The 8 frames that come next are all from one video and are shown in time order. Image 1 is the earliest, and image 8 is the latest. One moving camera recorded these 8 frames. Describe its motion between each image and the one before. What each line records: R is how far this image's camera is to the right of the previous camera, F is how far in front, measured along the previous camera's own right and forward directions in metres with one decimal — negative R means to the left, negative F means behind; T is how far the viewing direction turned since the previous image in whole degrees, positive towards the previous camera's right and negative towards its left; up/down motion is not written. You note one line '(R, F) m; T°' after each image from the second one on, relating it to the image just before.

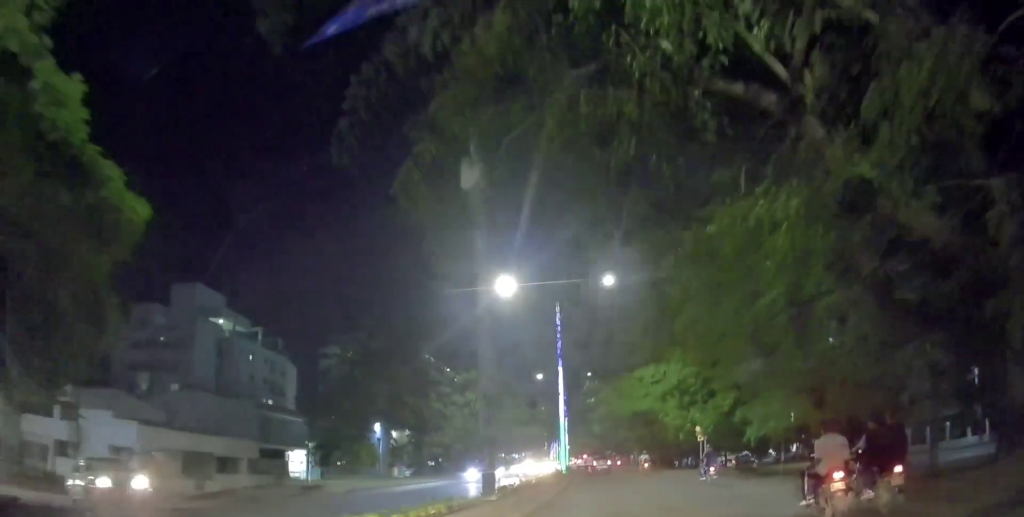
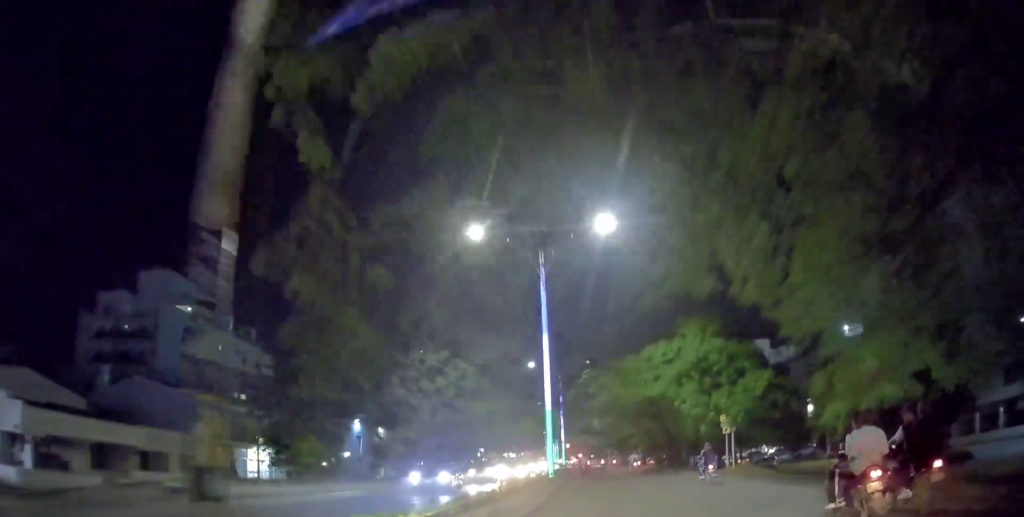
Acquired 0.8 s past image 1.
(-0.2, +8.4) m; -2°
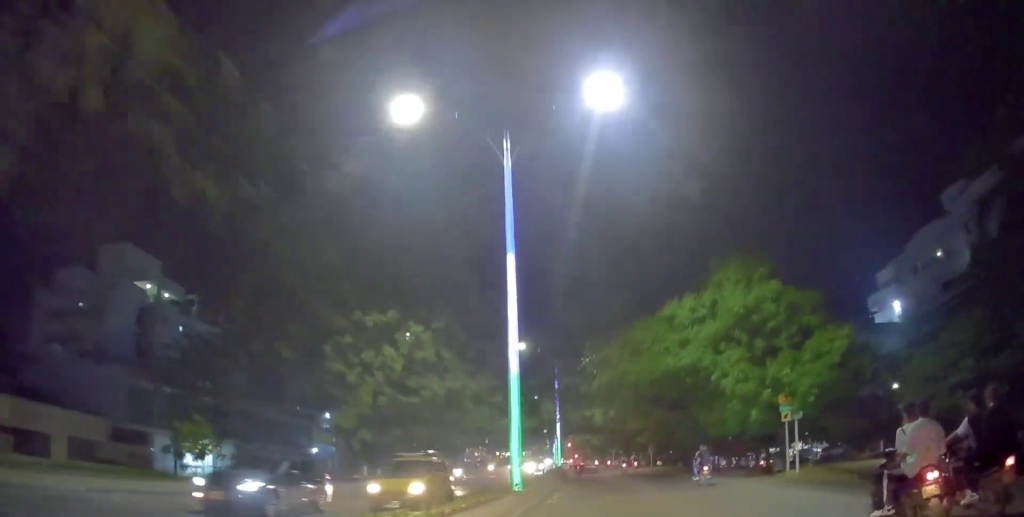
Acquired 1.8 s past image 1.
(-0.1, +10.0) m; -2°
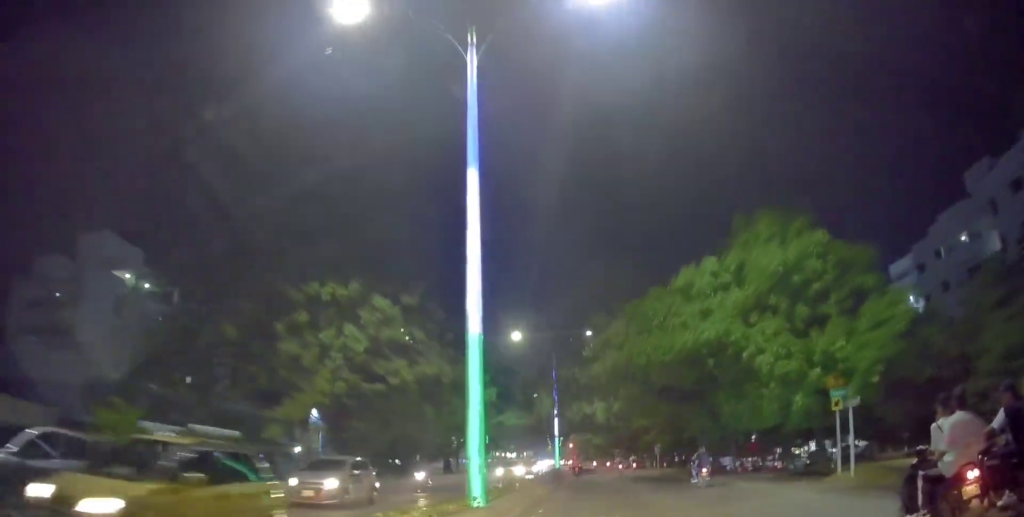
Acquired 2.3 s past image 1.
(-0.1, +4.6) m; -1°
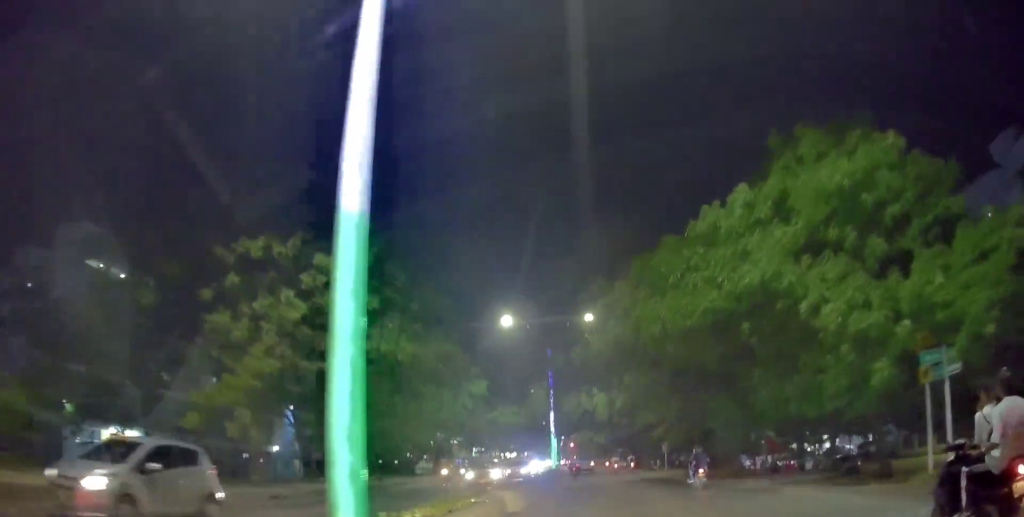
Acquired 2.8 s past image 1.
(-0.1, +5.1) m; -1°
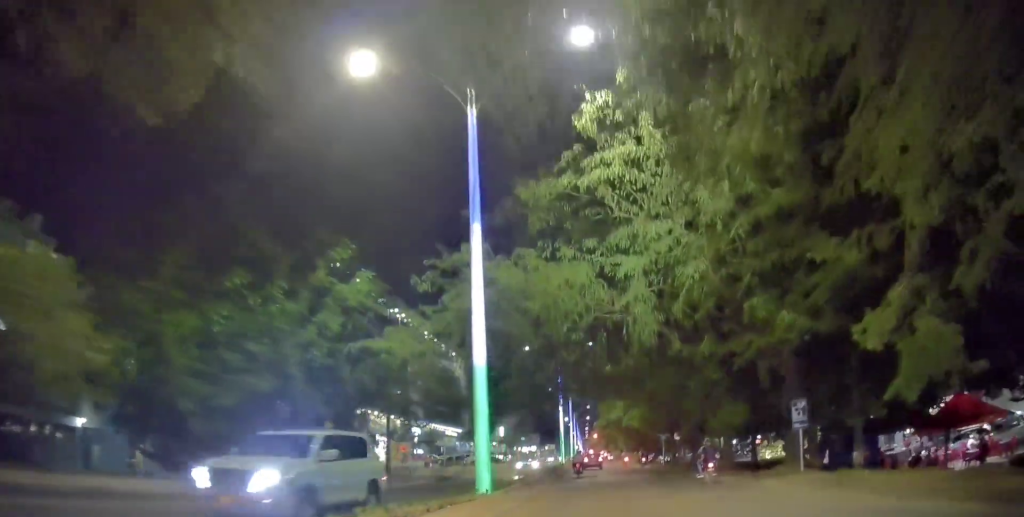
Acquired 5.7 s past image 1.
(+0.8, +27.1) m; +1°
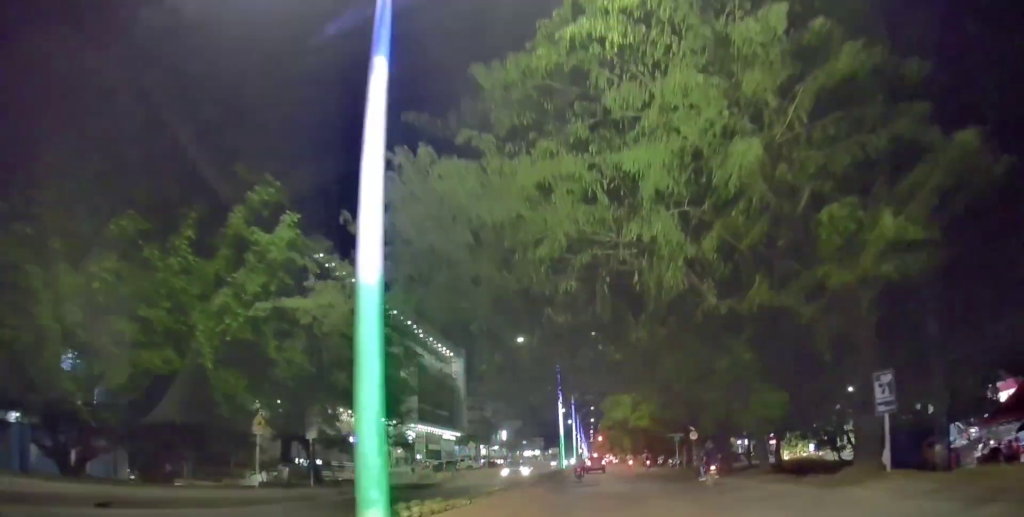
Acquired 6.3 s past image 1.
(-0.1, +6.1) m; -1°
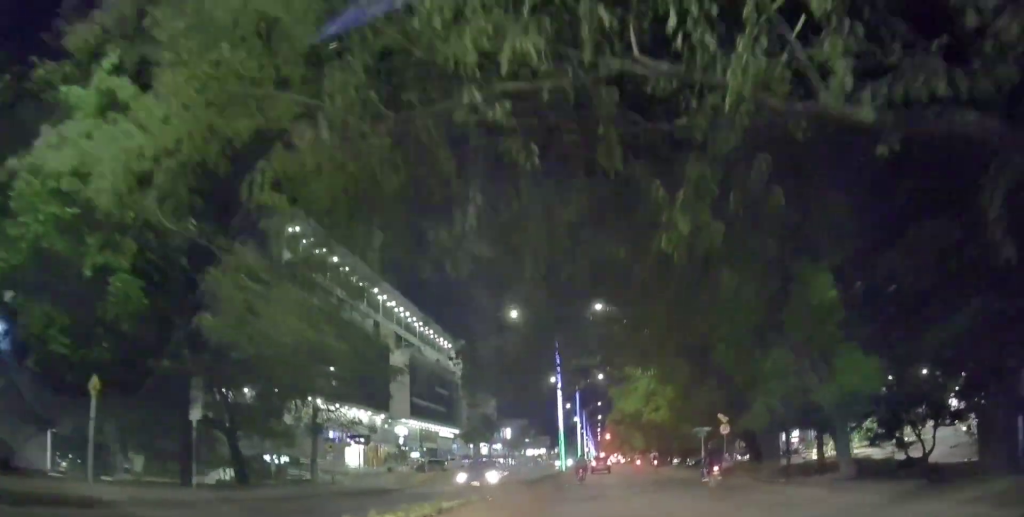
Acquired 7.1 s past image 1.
(-0.1, +9.0) m; -1°
